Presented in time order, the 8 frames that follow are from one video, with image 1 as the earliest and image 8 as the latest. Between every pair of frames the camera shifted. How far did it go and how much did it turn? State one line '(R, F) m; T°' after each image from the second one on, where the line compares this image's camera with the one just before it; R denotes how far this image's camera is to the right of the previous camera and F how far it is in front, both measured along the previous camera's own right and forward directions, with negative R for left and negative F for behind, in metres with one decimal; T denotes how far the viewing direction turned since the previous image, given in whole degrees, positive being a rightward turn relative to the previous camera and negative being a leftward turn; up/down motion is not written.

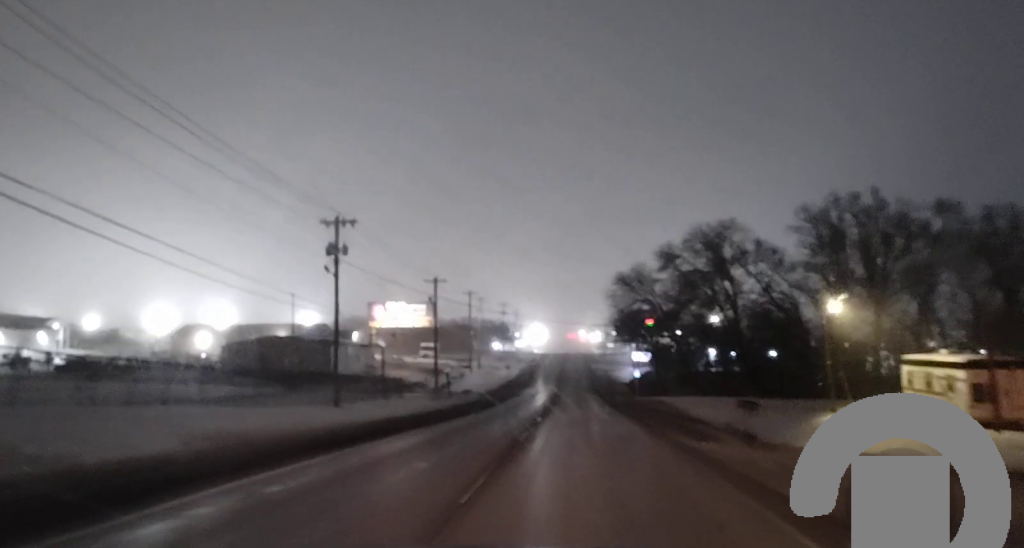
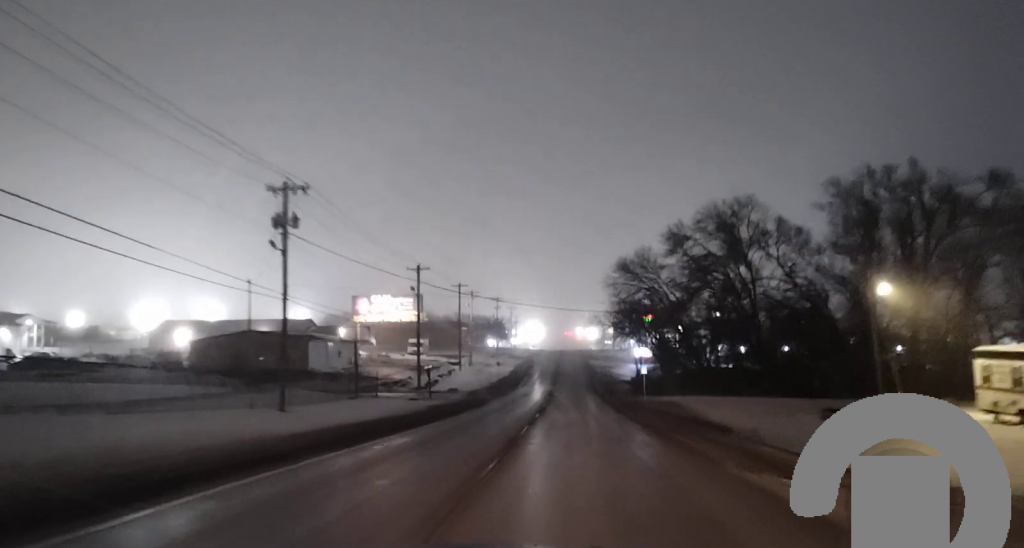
(0.0, +9.7) m; 0°
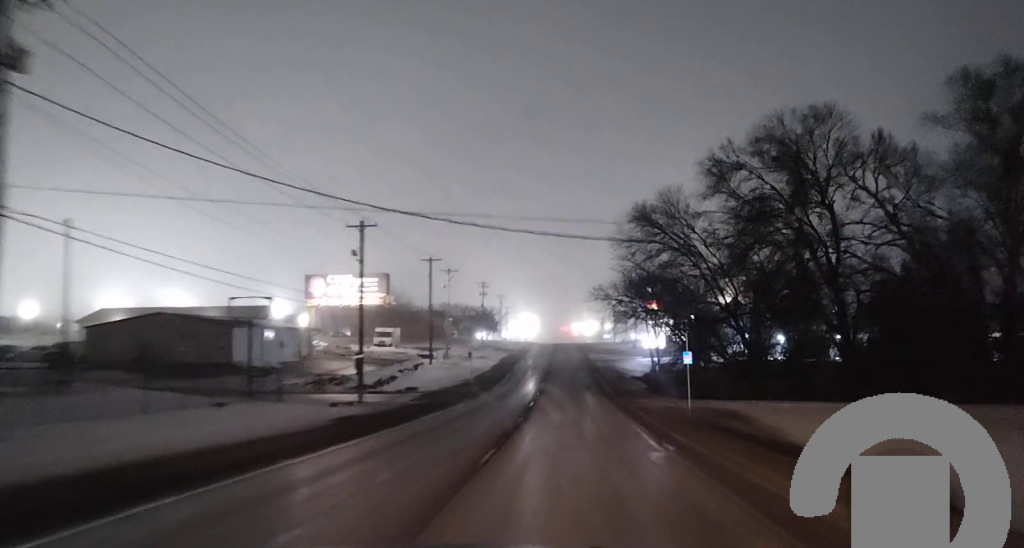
(+0.2, +22.2) m; +1°
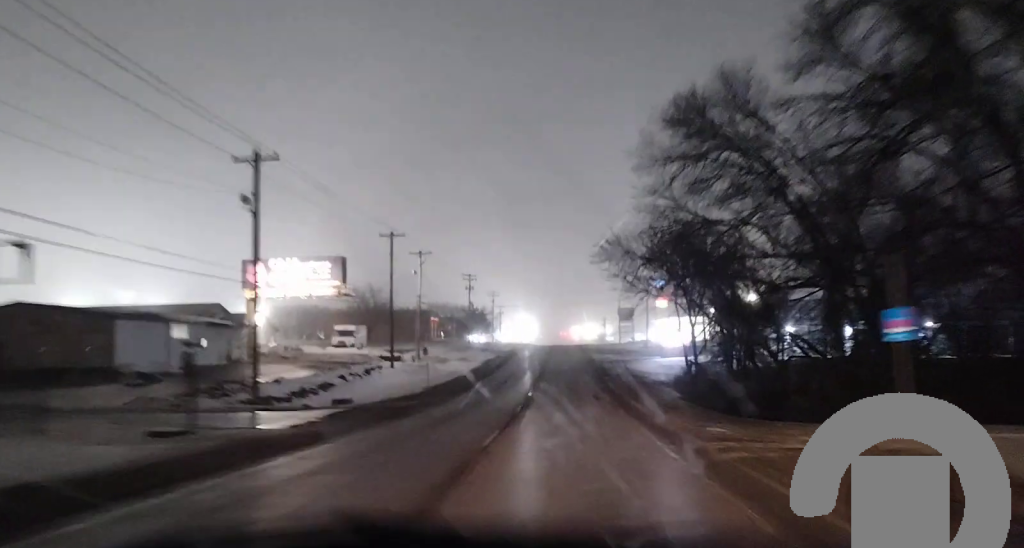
(0.0, +21.2) m; 0°
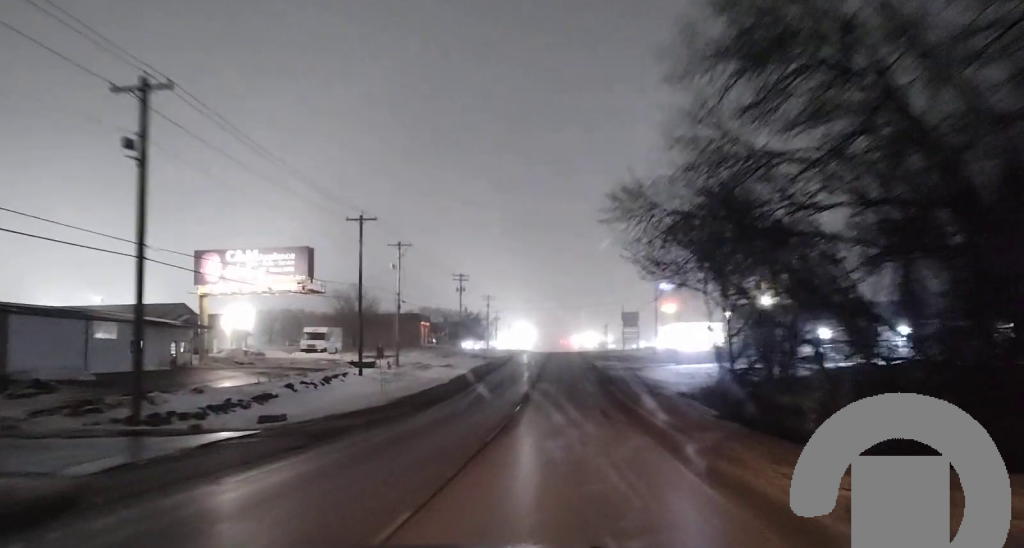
(0.0, +11.4) m; 0°
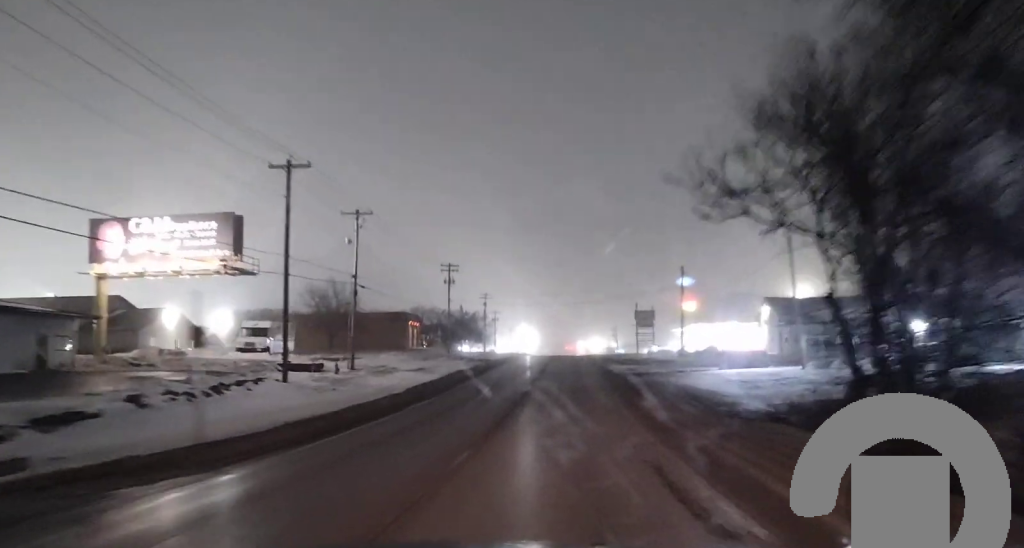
(0.0, +18.2) m; 0°
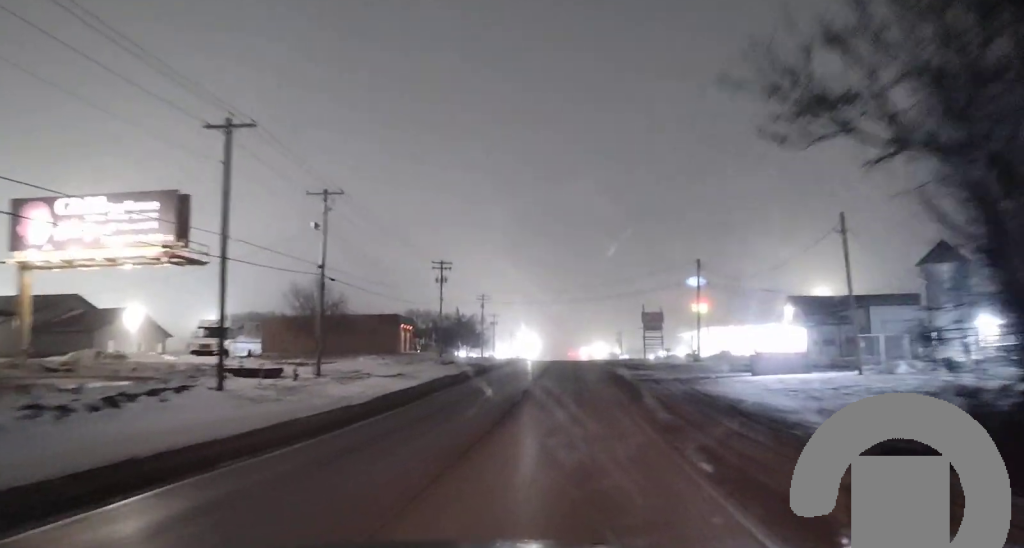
(0.0, +8.8) m; 0°
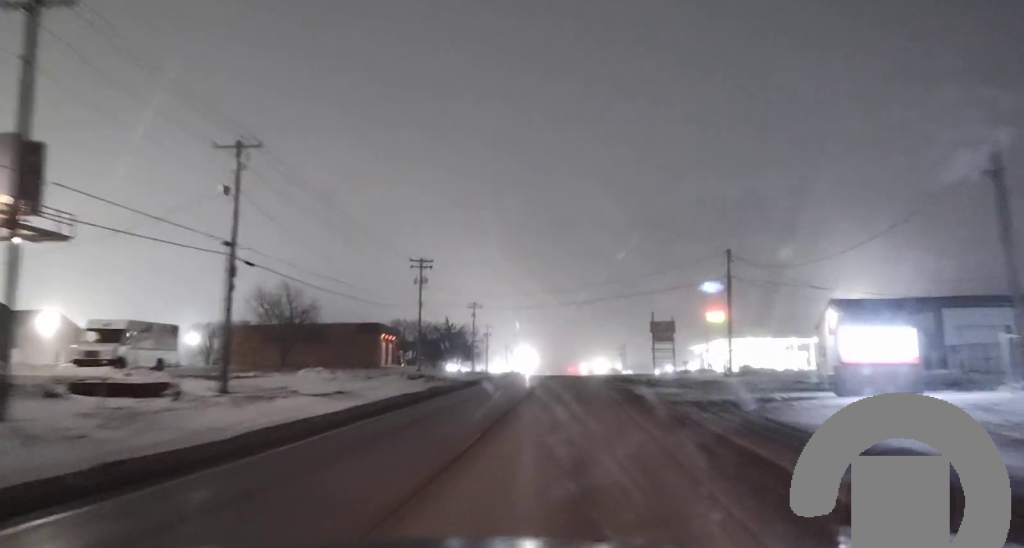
(0.0, +14.1) m; 0°
